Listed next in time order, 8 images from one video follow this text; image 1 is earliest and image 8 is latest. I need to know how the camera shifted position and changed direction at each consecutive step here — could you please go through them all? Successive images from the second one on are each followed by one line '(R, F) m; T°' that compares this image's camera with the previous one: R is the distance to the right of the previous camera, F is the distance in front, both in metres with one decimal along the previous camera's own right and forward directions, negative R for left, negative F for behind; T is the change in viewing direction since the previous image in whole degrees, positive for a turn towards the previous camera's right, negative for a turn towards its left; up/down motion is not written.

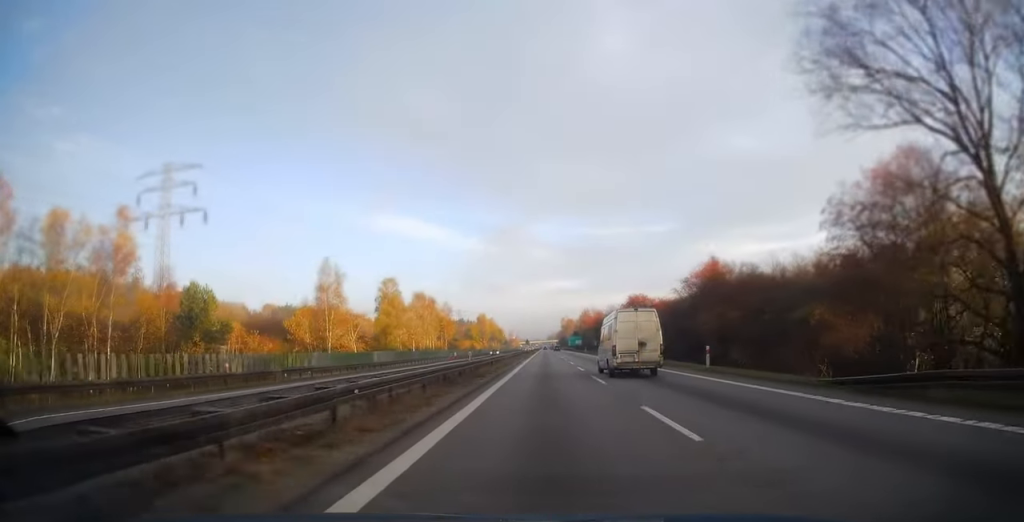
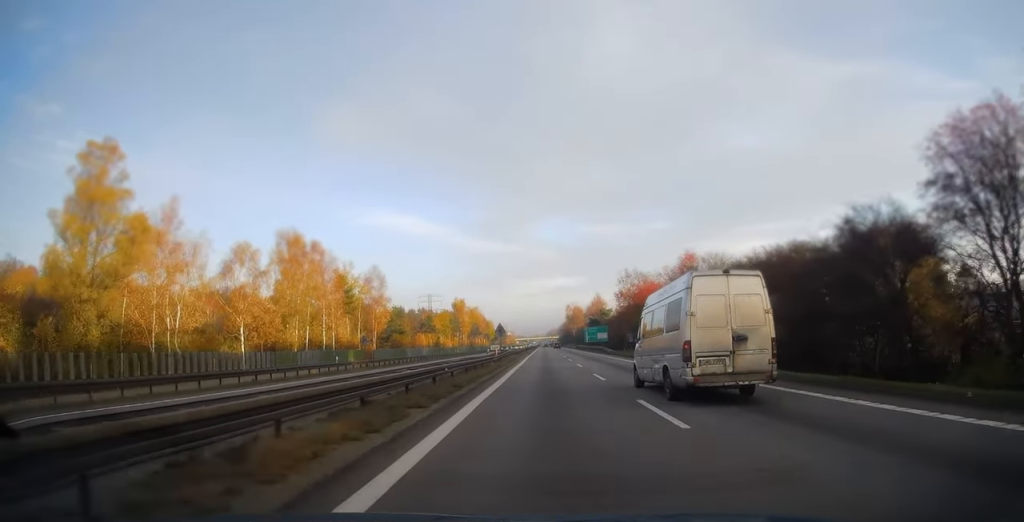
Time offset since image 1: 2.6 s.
(0.0, +82.7) m; 0°
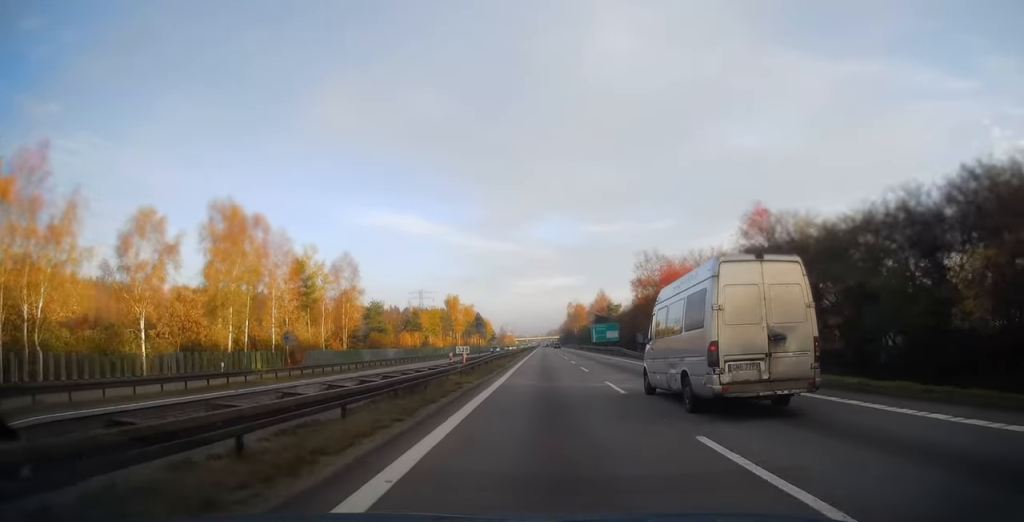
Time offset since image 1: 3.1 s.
(0.0, +17.1) m; 0°
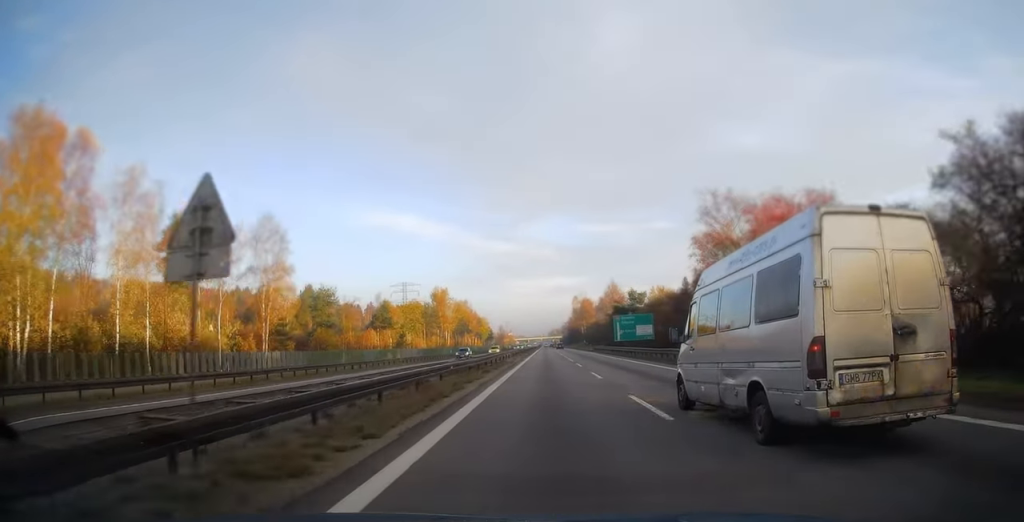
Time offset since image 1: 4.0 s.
(+0.1, +29.4) m; 0°
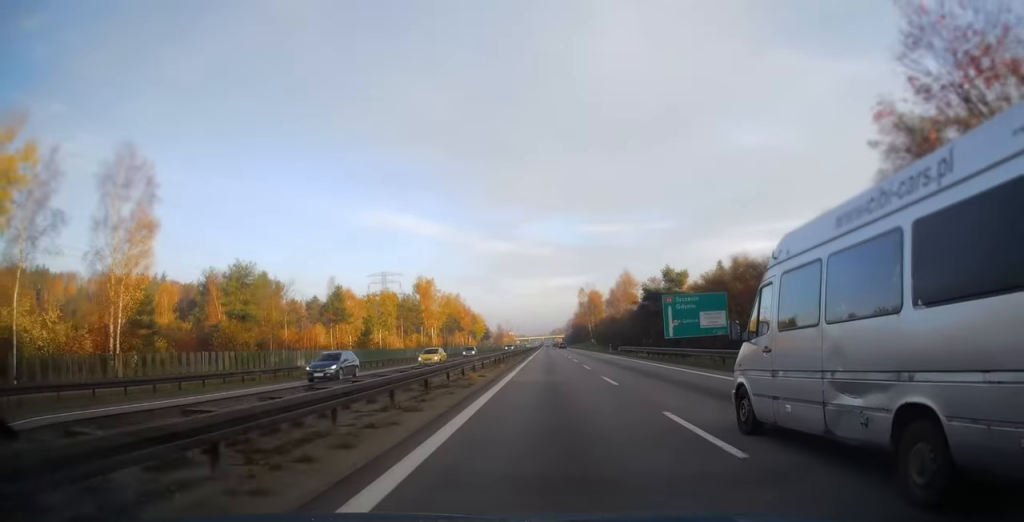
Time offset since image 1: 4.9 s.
(-0.2, +27.3) m; 0°
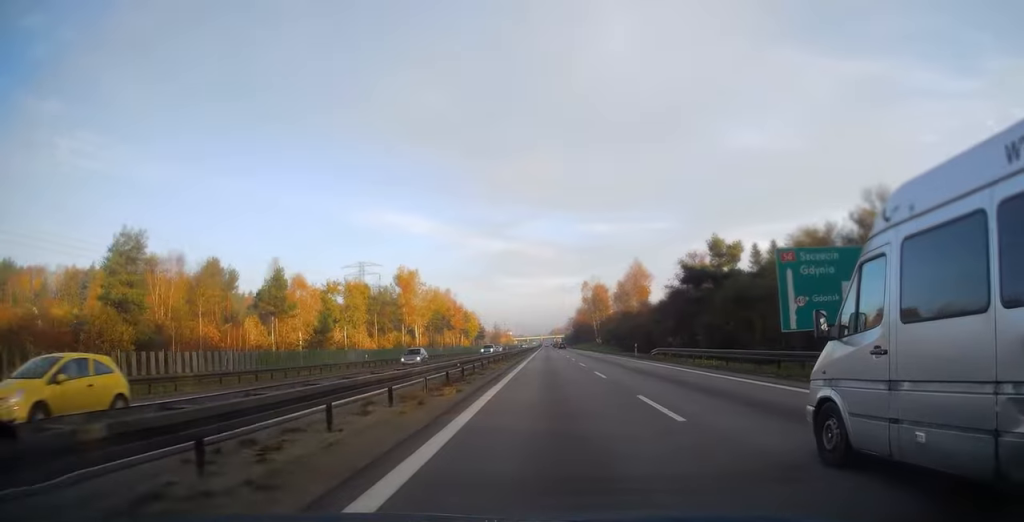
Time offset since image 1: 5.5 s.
(+0.1, +20.4) m; 0°
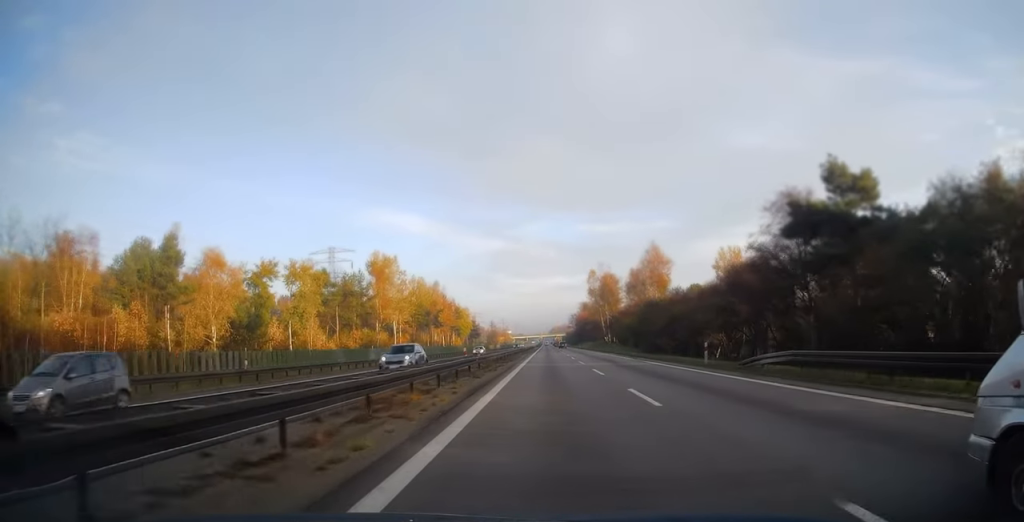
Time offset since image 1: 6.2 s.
(+0.1, +22.0) m; 0°
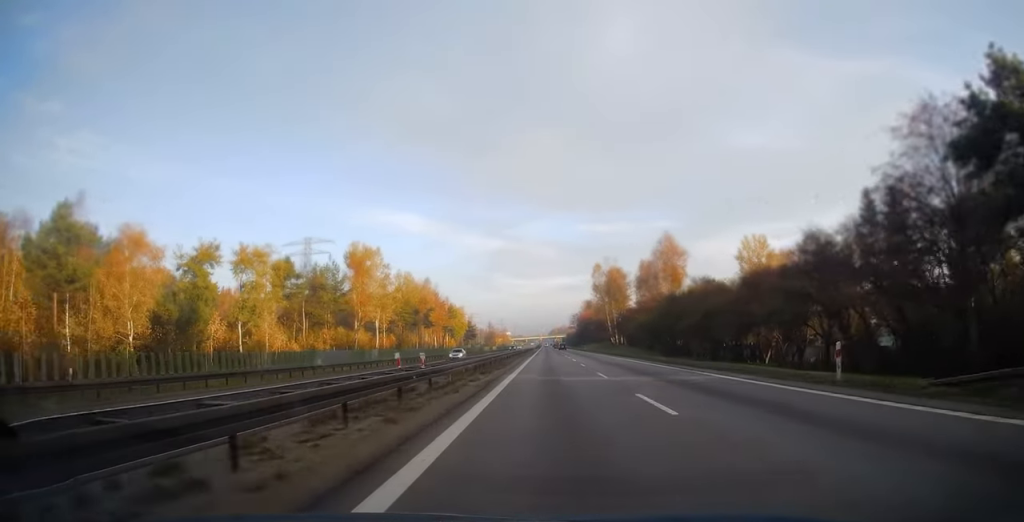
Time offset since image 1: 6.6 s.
(0.0, +13.4) m; 0°
